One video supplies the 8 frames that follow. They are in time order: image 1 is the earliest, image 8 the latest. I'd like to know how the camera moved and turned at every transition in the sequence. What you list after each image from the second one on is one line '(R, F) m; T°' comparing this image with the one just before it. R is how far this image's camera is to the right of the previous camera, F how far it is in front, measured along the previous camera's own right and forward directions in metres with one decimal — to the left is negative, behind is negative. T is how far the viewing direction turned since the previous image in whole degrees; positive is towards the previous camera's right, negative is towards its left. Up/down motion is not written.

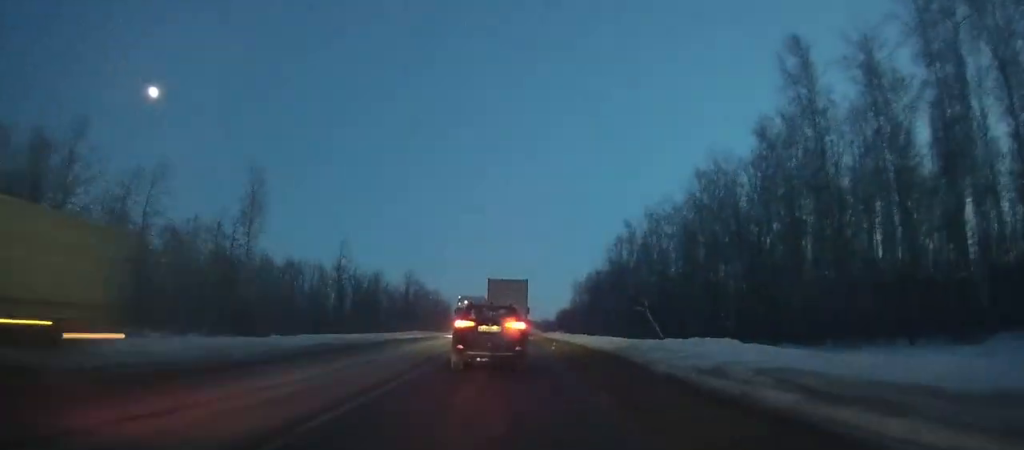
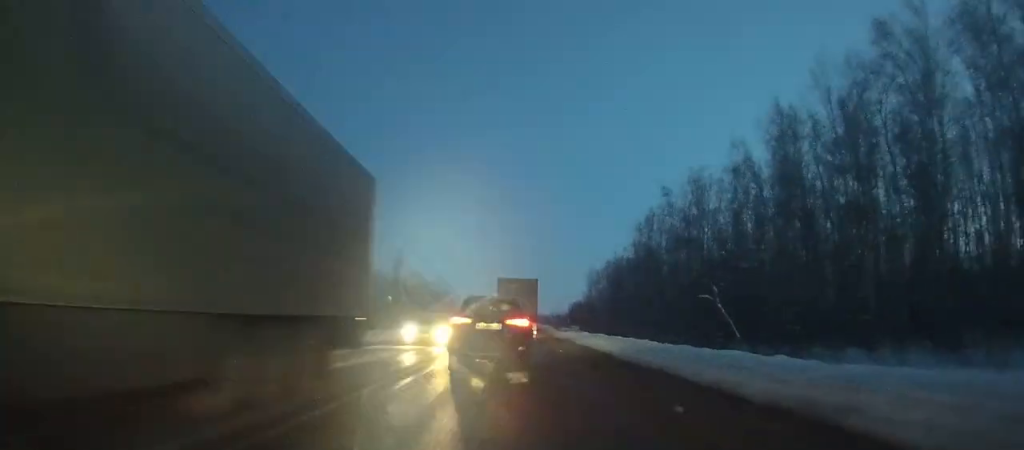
(+0.1, +21.8) m; +1°
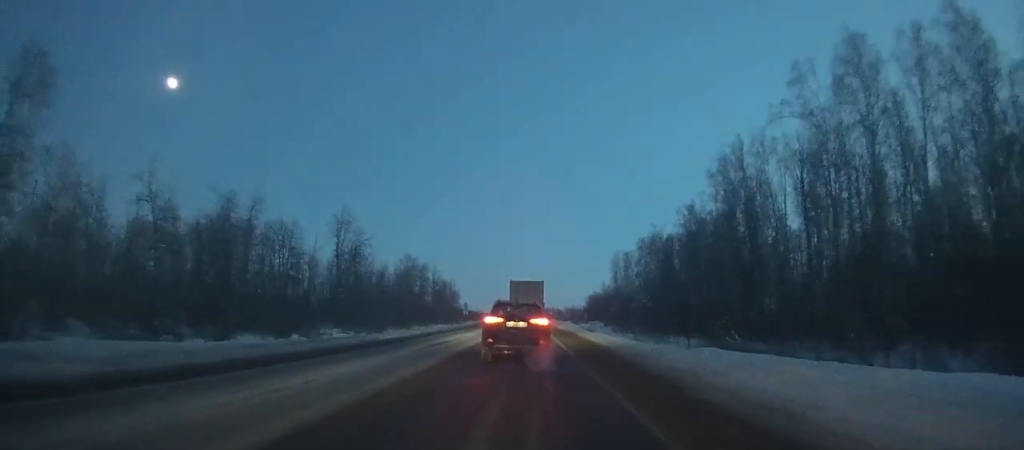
(+0.4, +44.8) m; +1°
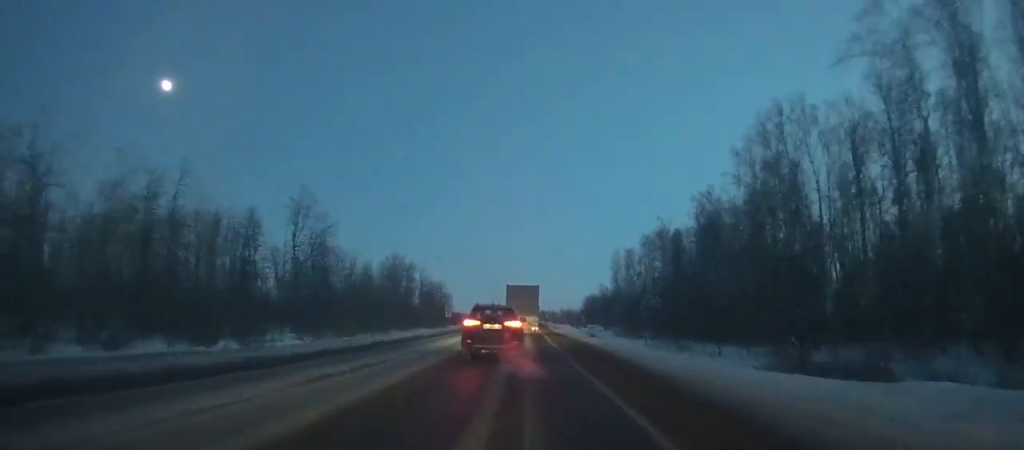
(0.0, +14.0) m; 0°
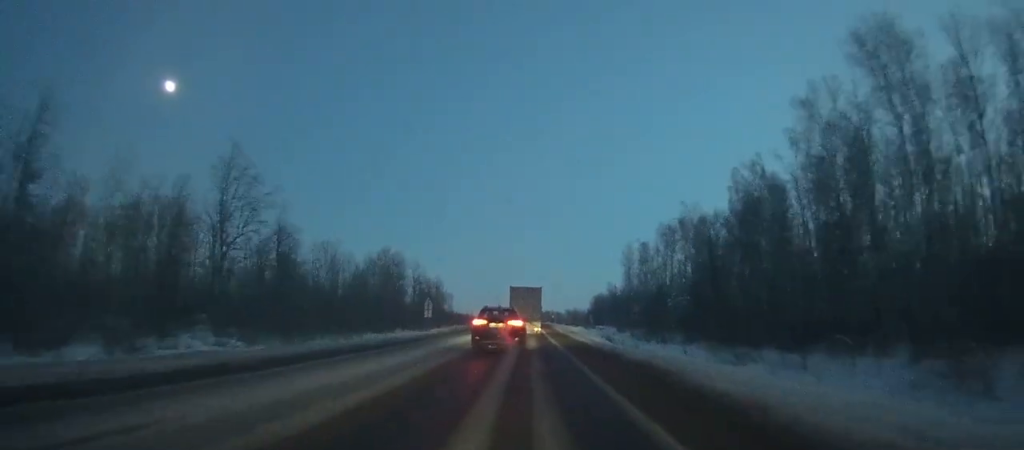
(0.0, +16.5) m; 0°
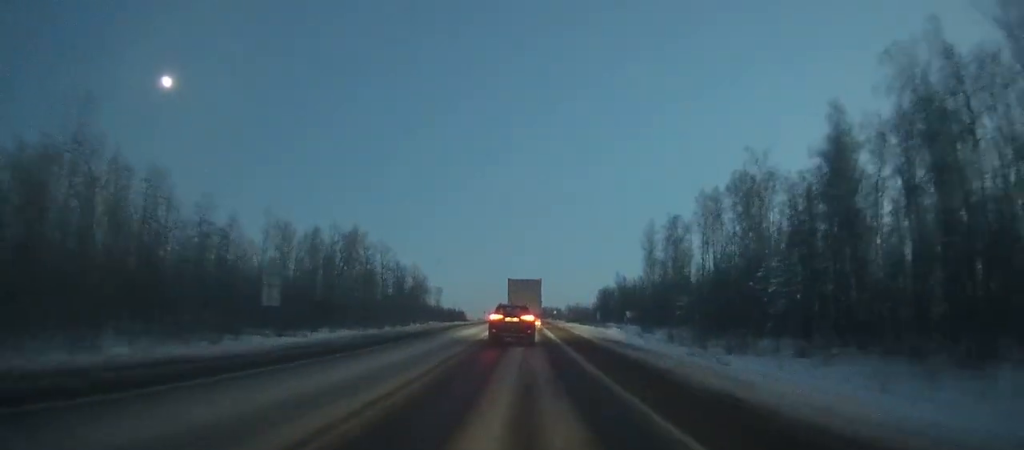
(-0.1, +32.4) m; 0°
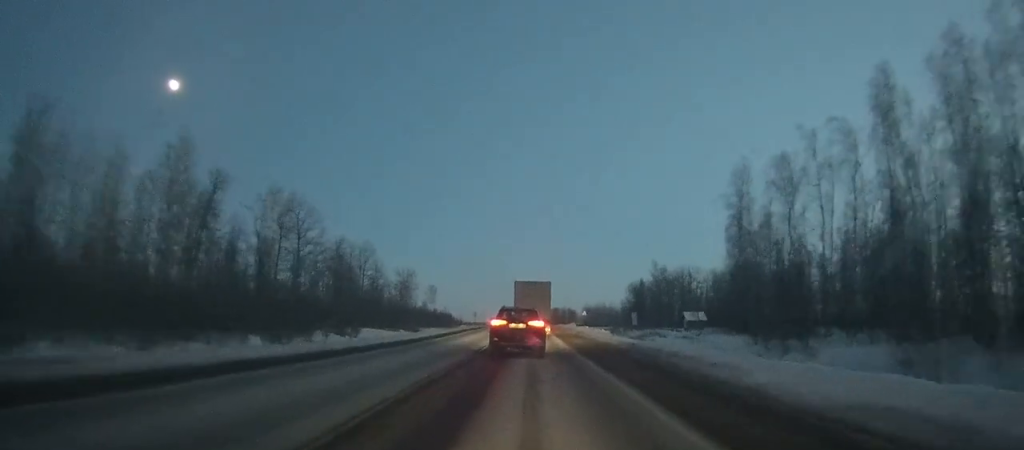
(+0.3, +52.8) m; 0°
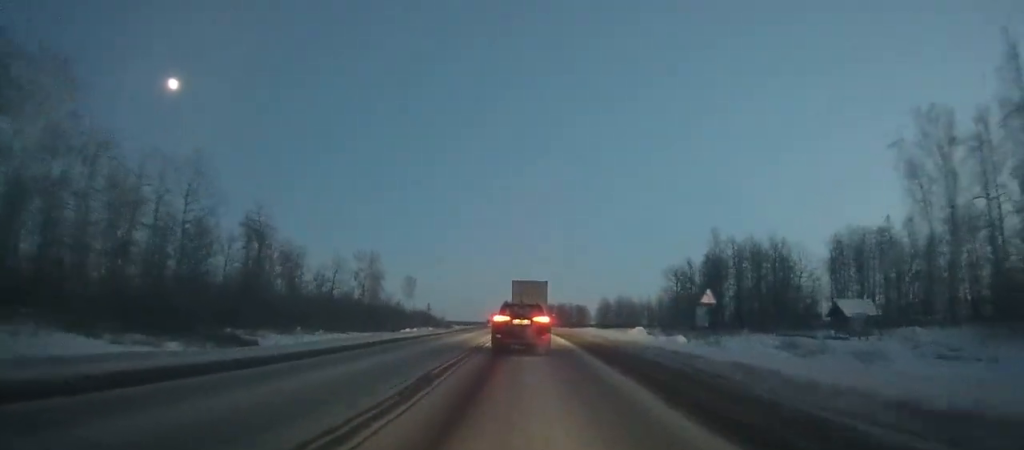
(-0.2, +60.0) m; 0°
